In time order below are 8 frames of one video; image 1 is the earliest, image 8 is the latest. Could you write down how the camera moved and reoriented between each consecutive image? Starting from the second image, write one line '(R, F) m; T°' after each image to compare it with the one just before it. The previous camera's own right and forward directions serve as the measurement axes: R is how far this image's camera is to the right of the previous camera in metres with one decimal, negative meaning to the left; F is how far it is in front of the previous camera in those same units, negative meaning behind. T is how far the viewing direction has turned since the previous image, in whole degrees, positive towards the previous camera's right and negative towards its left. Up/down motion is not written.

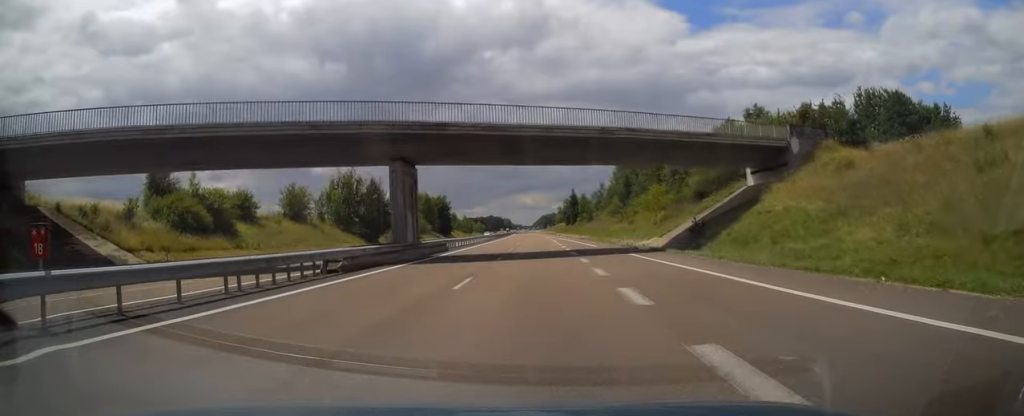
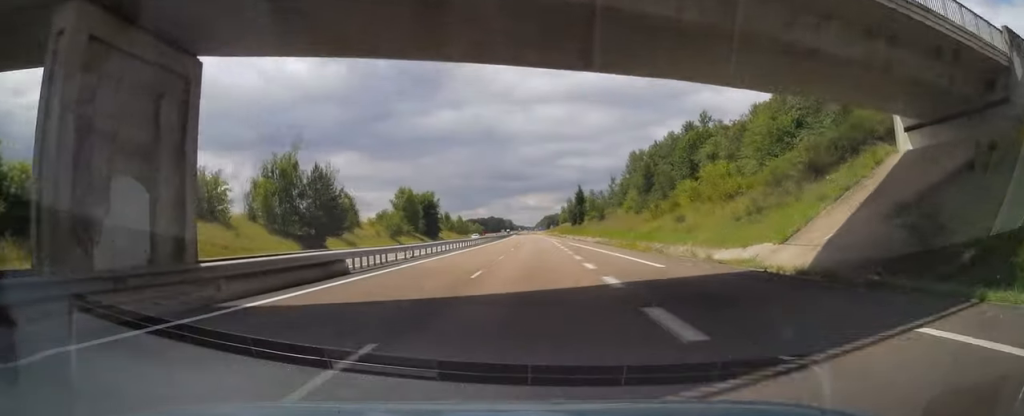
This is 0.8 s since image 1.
(-0.2, +23.1) m; 0°
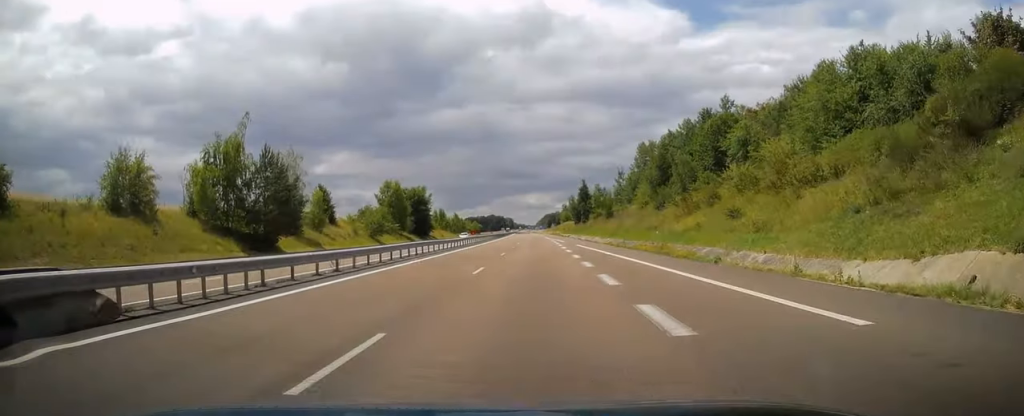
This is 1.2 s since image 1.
(+0.1, +12.7) m; 0°
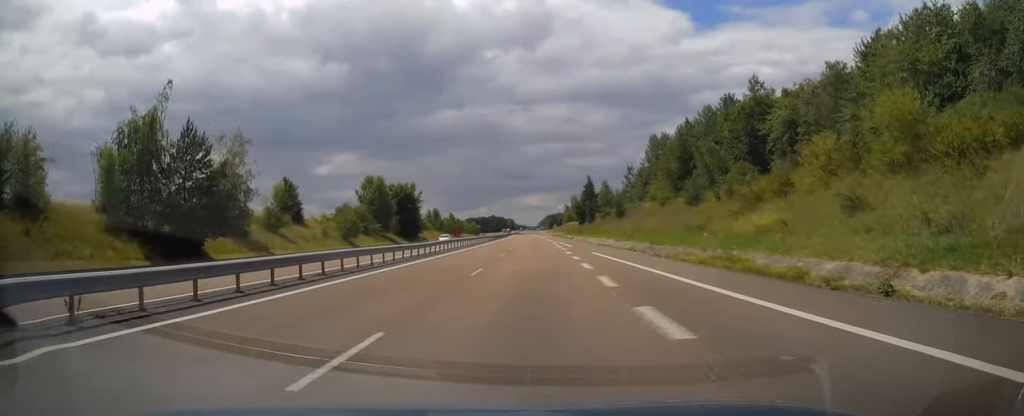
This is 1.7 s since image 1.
(+0.1, +13.2) m; 0°
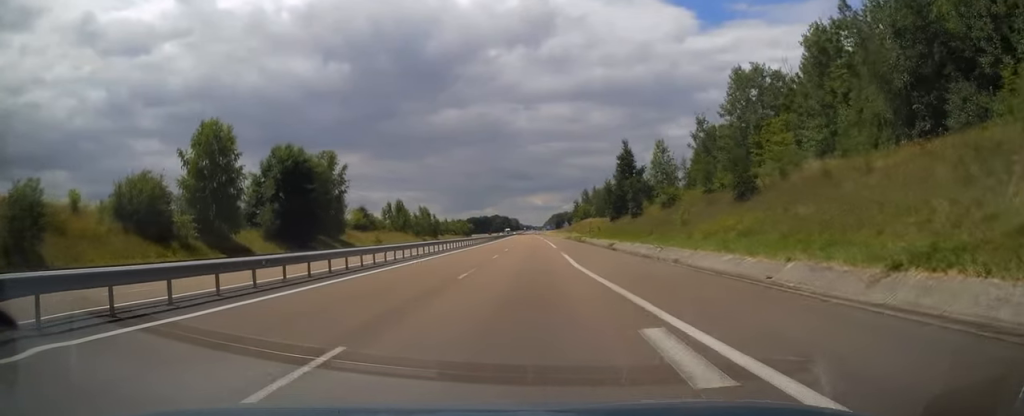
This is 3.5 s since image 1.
(-0.1, +54.5) m; 0°
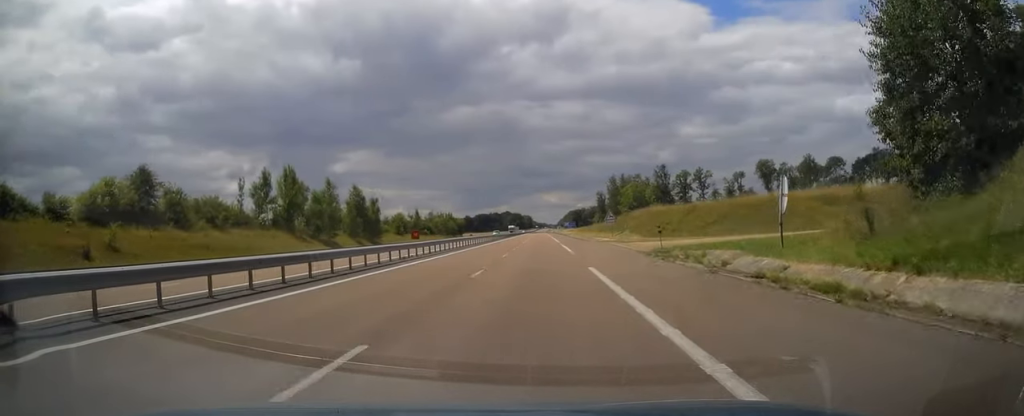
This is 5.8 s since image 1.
(-1.2, +66.8) m; -2°
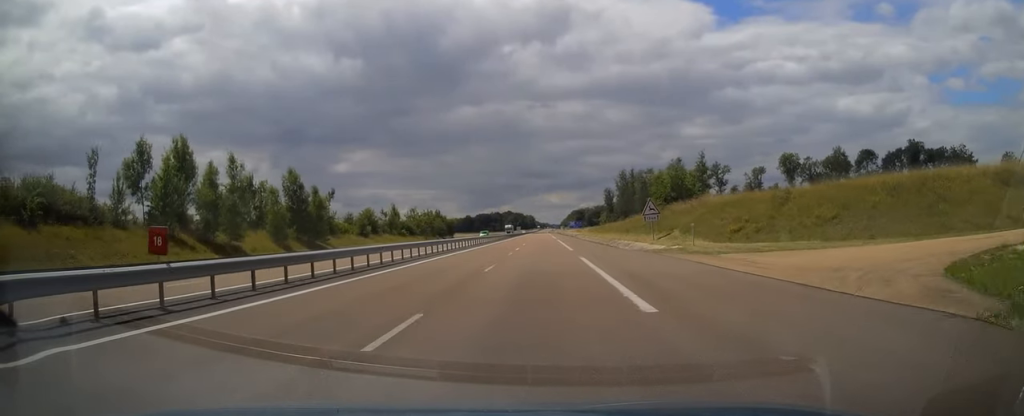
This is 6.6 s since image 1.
(0.0, +24.1) m; 0°
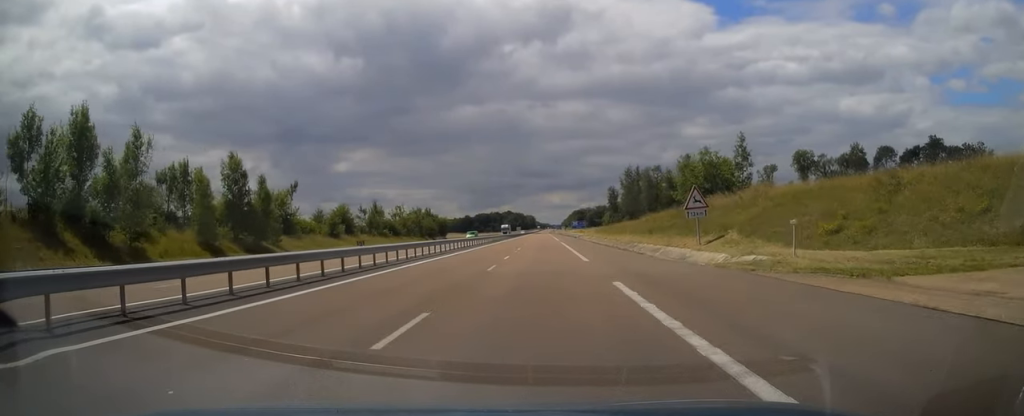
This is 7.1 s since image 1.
(-0.1, +13.3) m; 0°
